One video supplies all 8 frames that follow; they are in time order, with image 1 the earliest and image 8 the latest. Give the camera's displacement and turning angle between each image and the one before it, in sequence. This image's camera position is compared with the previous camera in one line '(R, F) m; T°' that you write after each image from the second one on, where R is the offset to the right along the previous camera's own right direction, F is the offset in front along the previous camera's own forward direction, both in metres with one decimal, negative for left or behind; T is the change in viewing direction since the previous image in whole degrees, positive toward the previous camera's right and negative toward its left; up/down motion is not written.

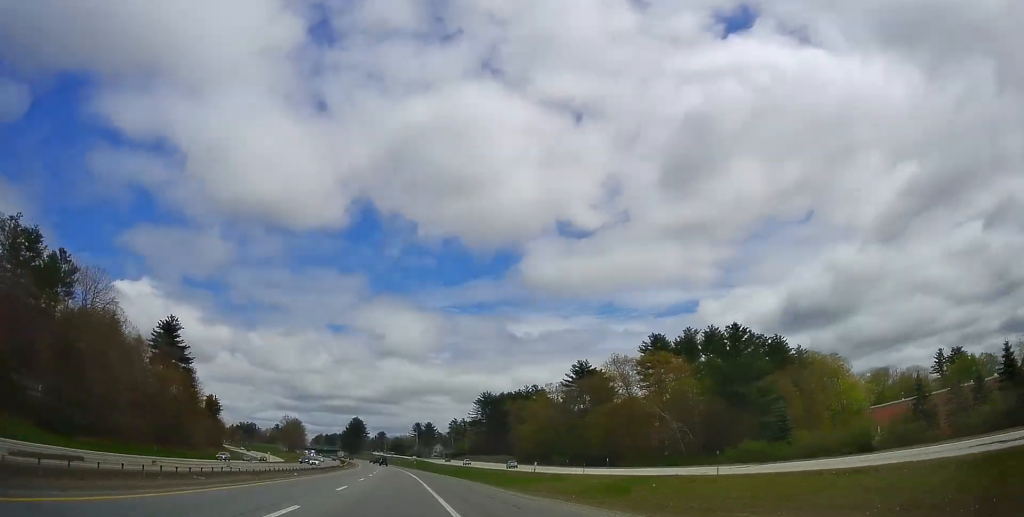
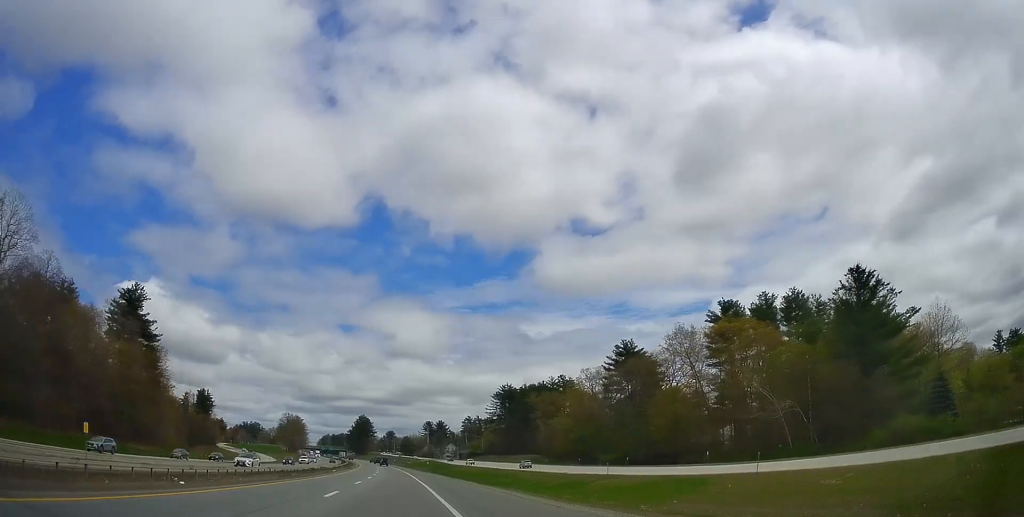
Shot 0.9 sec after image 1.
(-0.3, +28.5) m; -1°
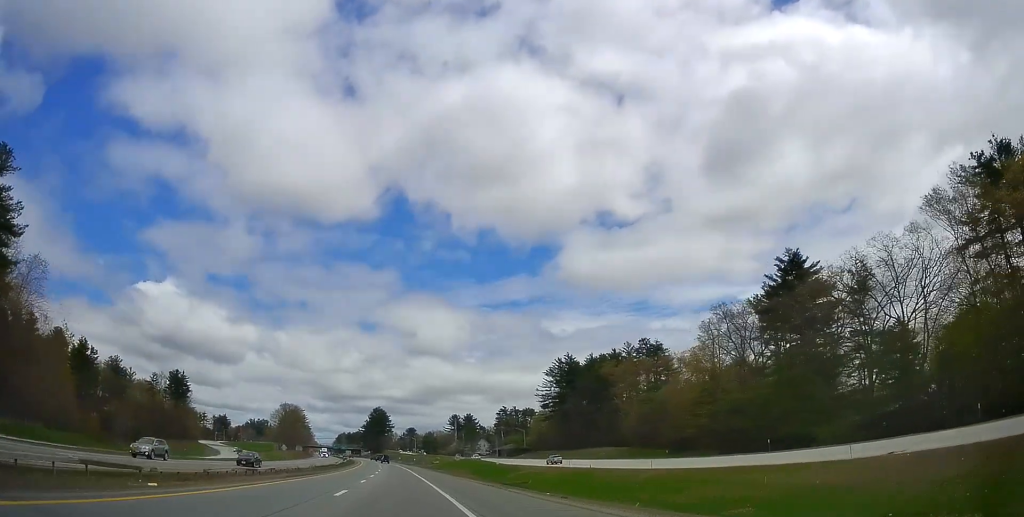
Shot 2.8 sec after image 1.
(-0.6, +61.4) m; -1°
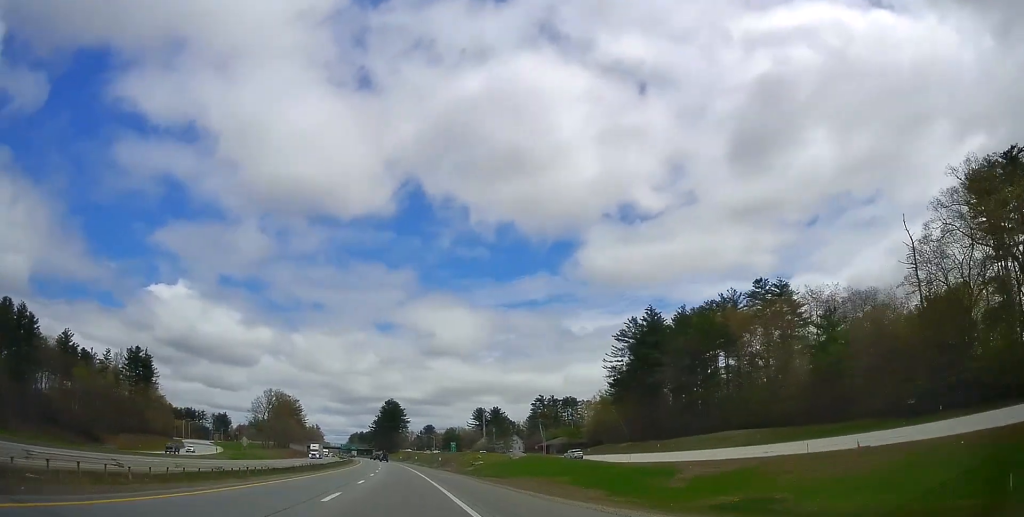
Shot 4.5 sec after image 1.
(-0.8, +51.8) m; -3°
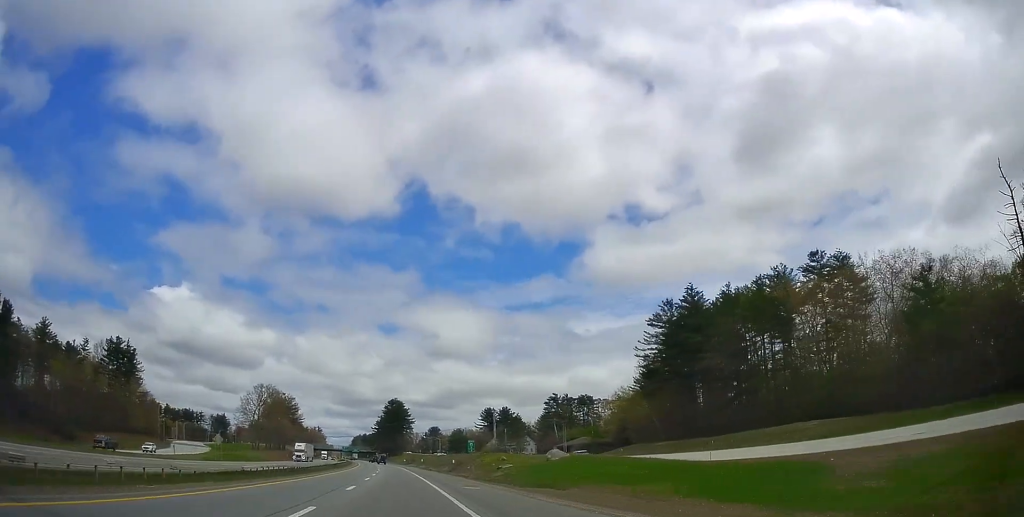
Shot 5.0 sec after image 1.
(-0.3, +17.3) m; -1°
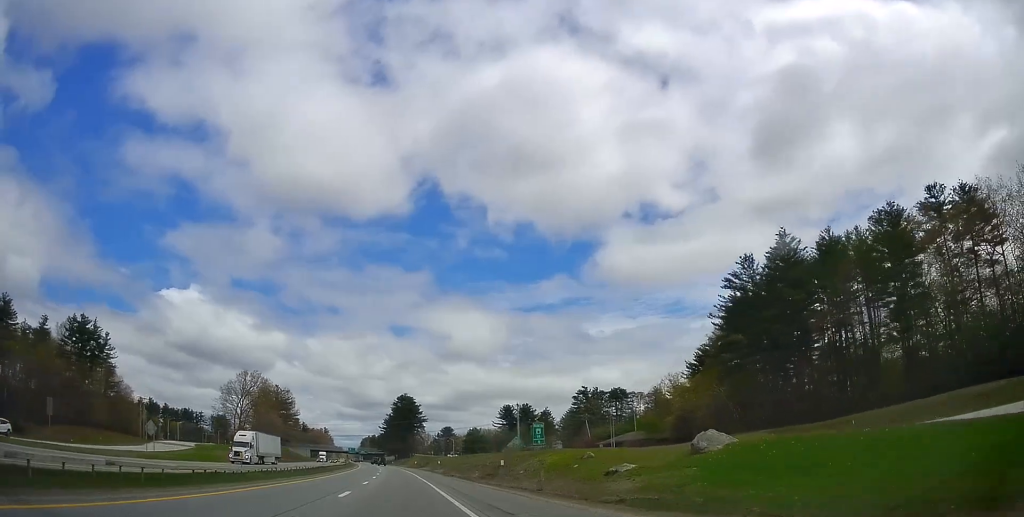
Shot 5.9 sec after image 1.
(-0.4, +27.8) m; -1°
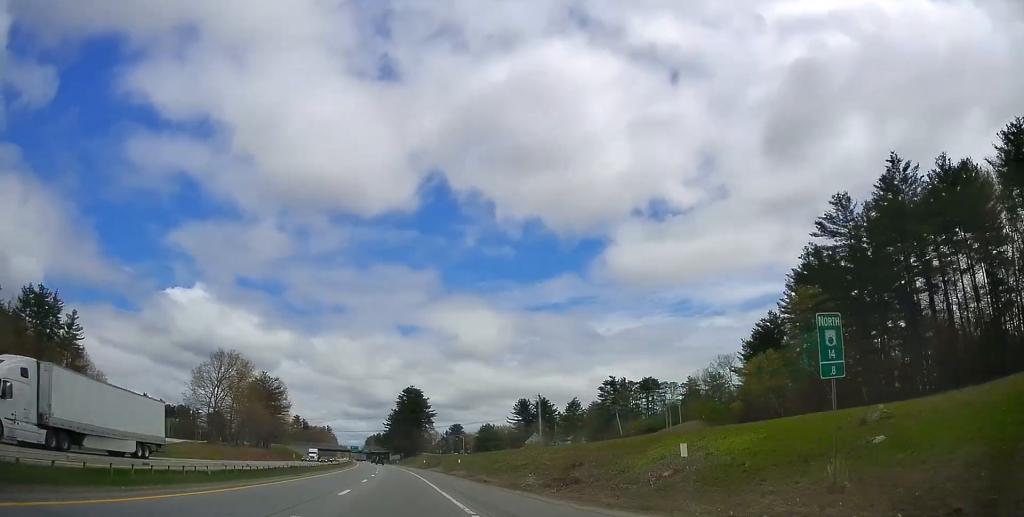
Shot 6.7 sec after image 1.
(-0.2, +24.2) m; -1°
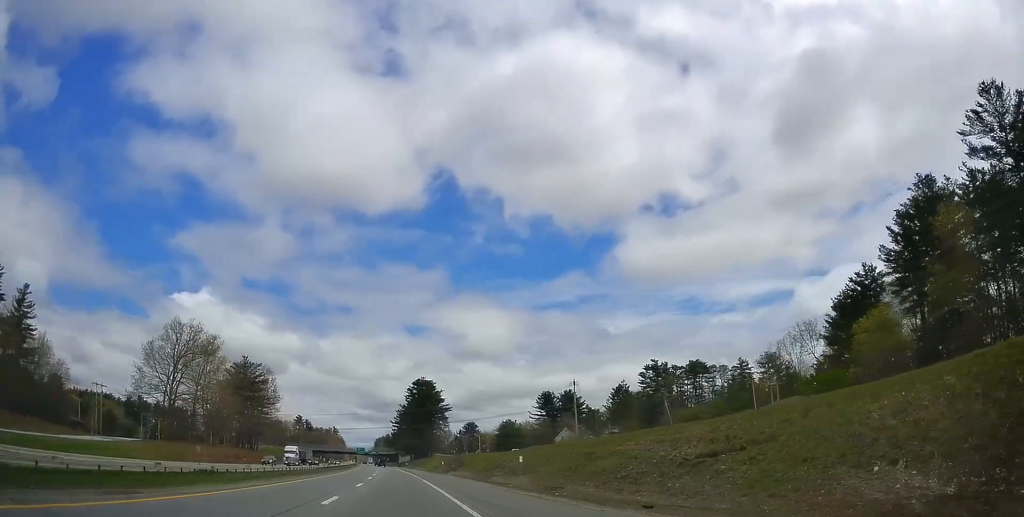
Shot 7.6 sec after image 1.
(-0.3, +28.4) m; -1°
